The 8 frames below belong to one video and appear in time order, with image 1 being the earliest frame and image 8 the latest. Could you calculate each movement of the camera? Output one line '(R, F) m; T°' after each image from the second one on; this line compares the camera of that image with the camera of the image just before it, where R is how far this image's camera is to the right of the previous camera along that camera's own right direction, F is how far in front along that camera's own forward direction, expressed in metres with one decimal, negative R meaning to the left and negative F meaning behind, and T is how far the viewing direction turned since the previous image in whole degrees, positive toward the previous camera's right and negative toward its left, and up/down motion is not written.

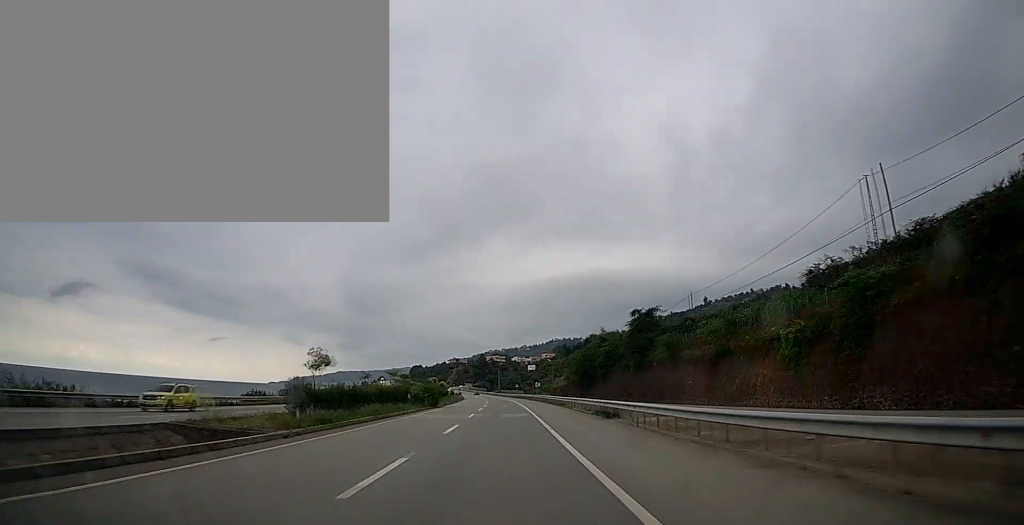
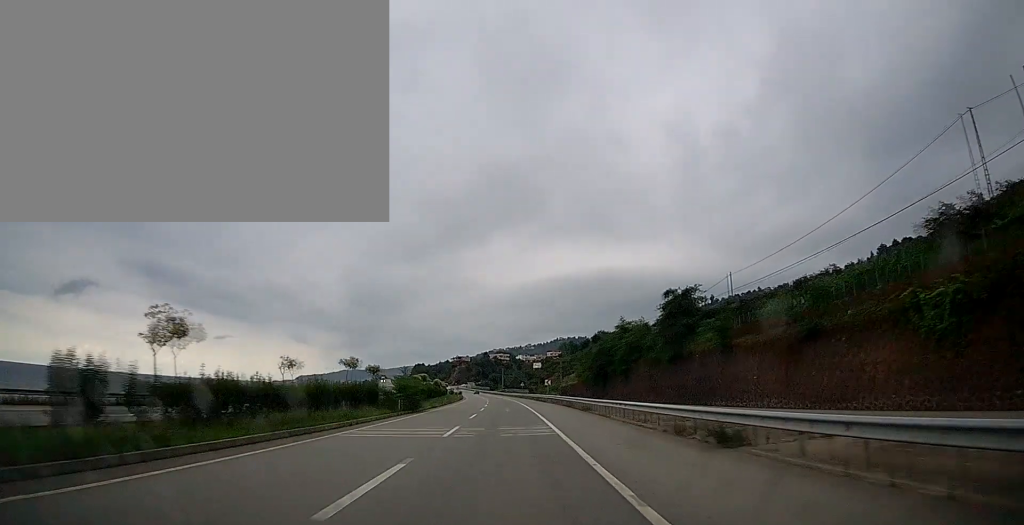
(-0.2, +14.2) m; -1°
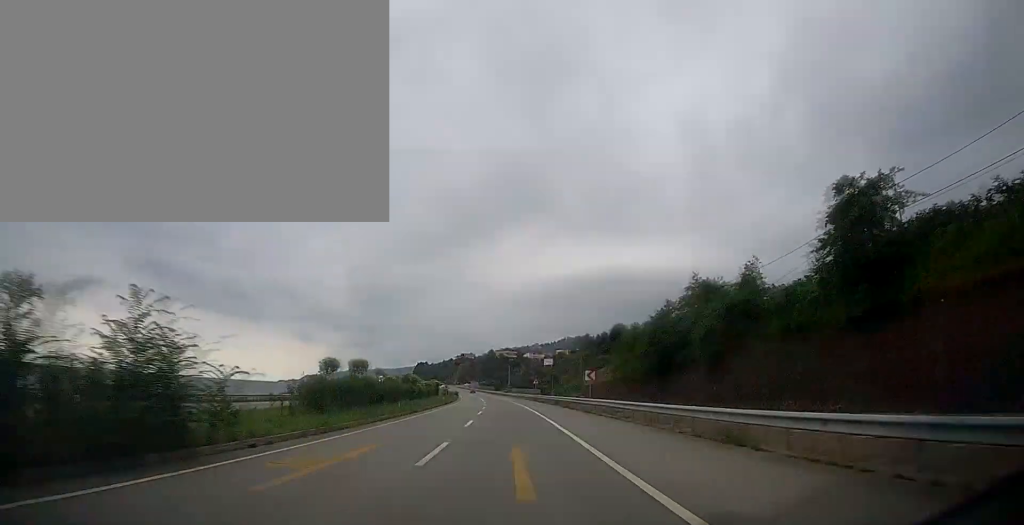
(-0.3, +30.6) m; -1°
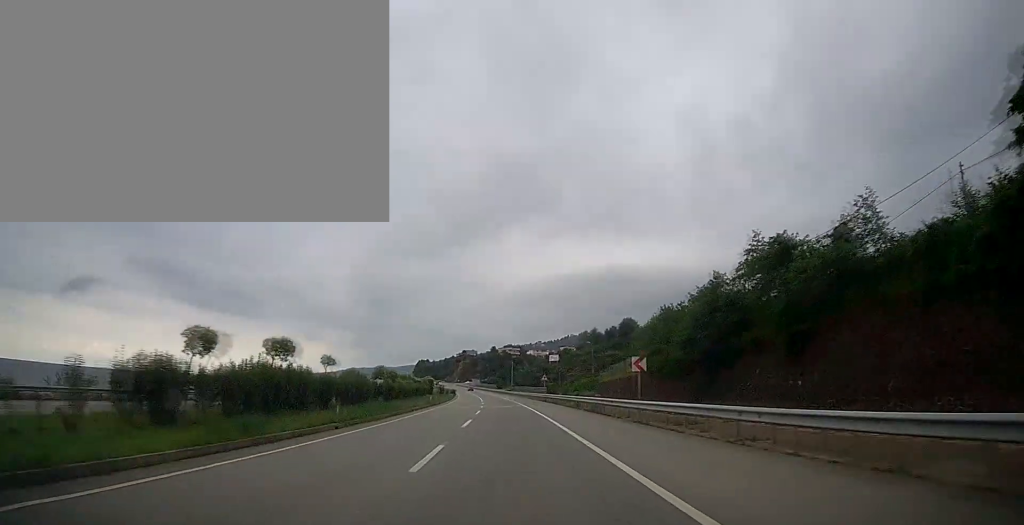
(0.0, +13.3) m; 0°
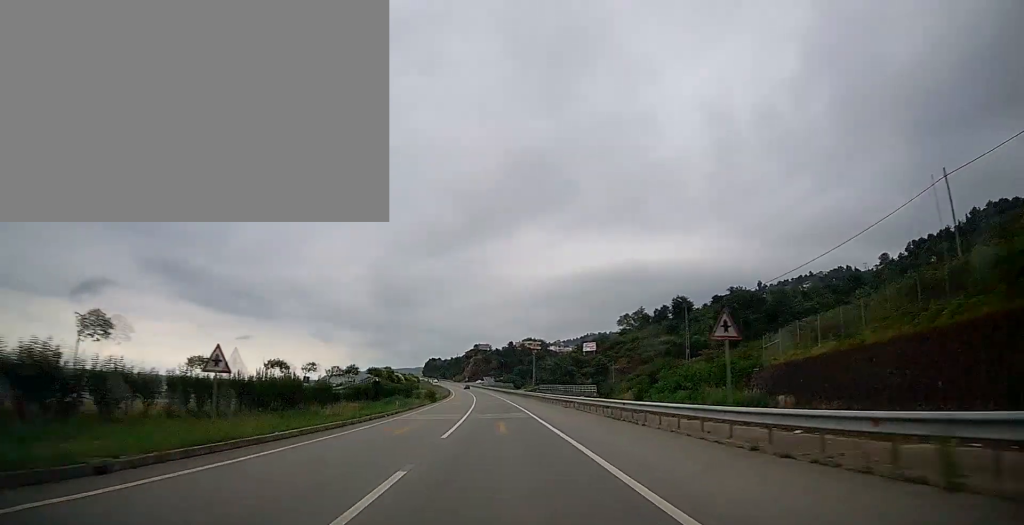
(-0.3, +52.1) m; -2°
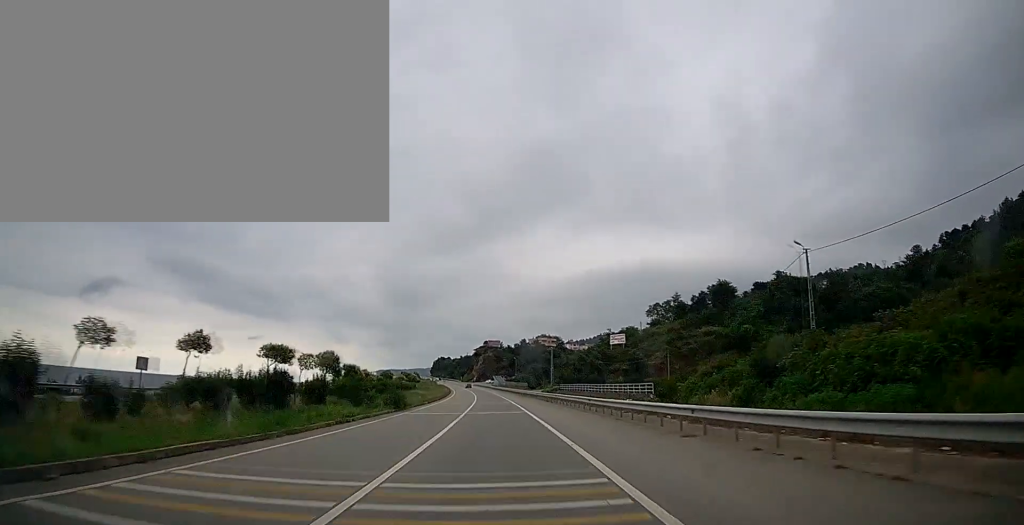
(-0.3, +24.5) m; -1°
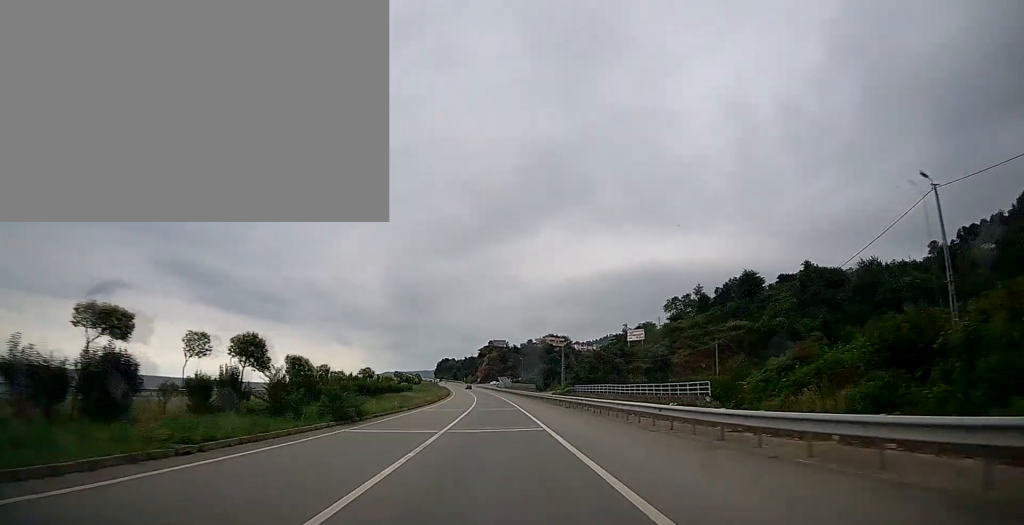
(-0.2, +13.3) m; 0°
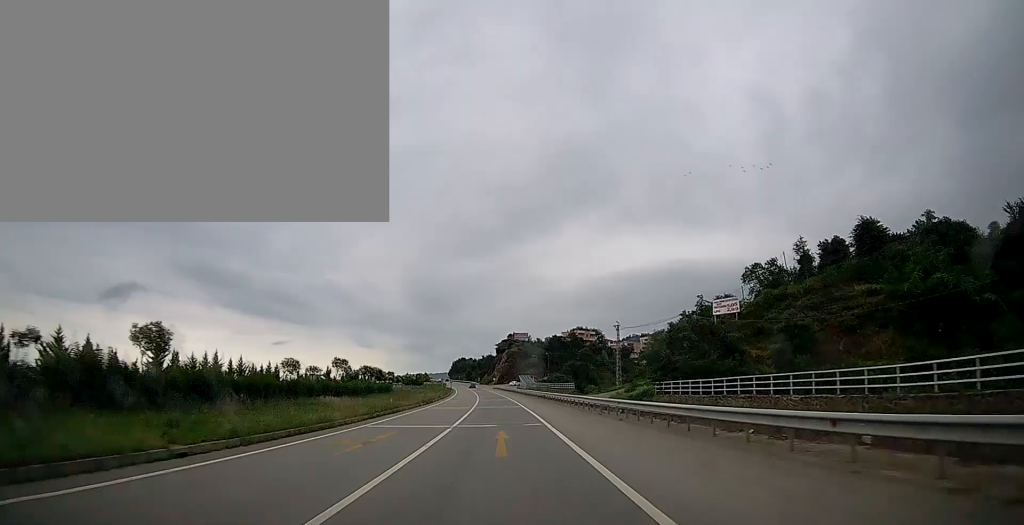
(-0.2, +40.9) m; -2°
